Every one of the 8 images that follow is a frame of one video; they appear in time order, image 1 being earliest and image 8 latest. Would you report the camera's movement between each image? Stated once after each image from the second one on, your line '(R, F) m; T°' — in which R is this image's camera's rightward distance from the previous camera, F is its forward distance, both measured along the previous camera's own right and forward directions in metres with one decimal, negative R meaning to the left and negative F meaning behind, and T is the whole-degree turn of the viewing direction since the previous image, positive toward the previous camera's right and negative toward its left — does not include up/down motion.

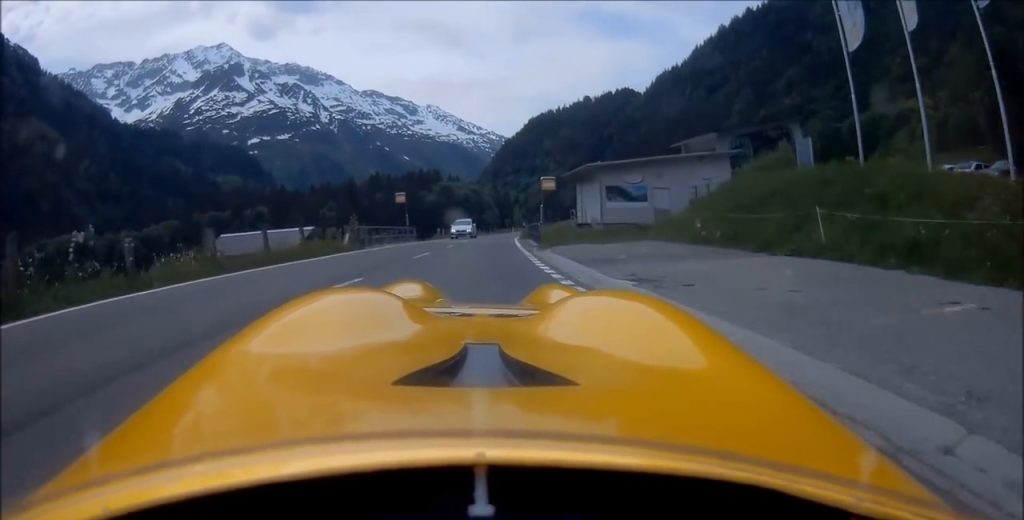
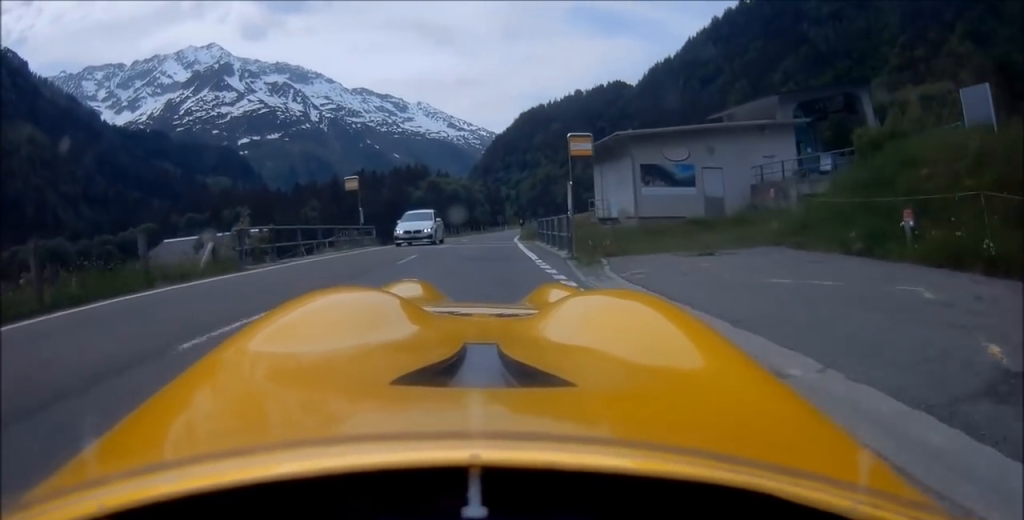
(+0.1, +11.3) m; +1°
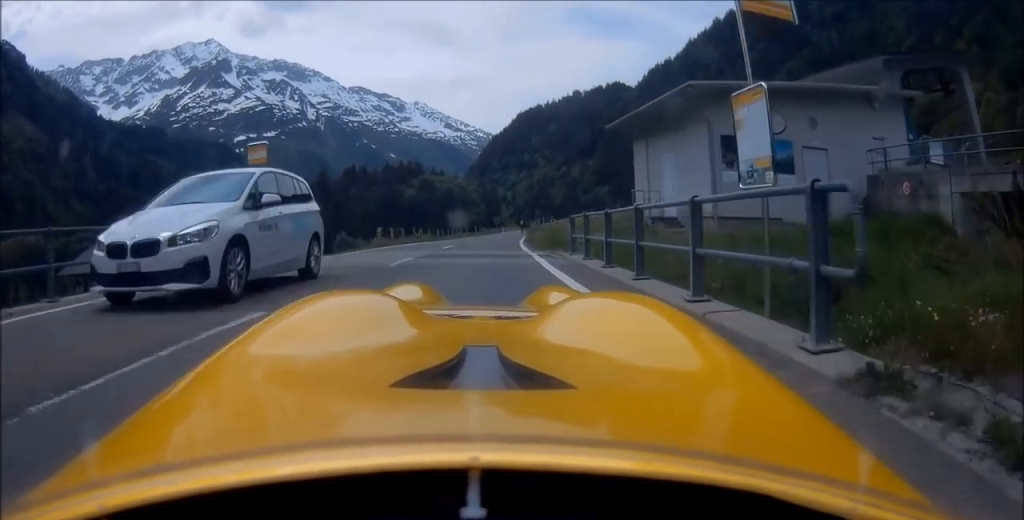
(-0.2, +10.6) m; +1°
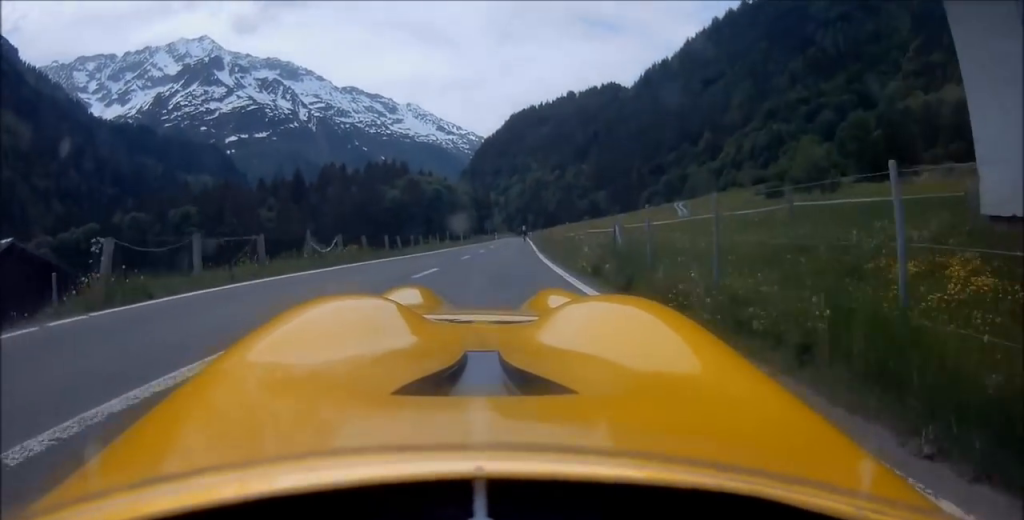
(+0.4, +19.7) m; +1°
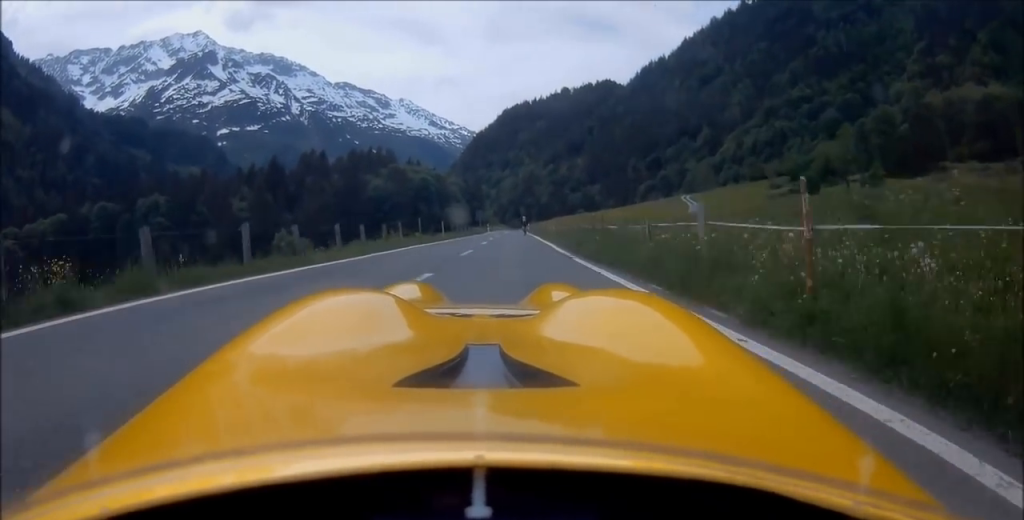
(0.0, +14.0) m; 0°
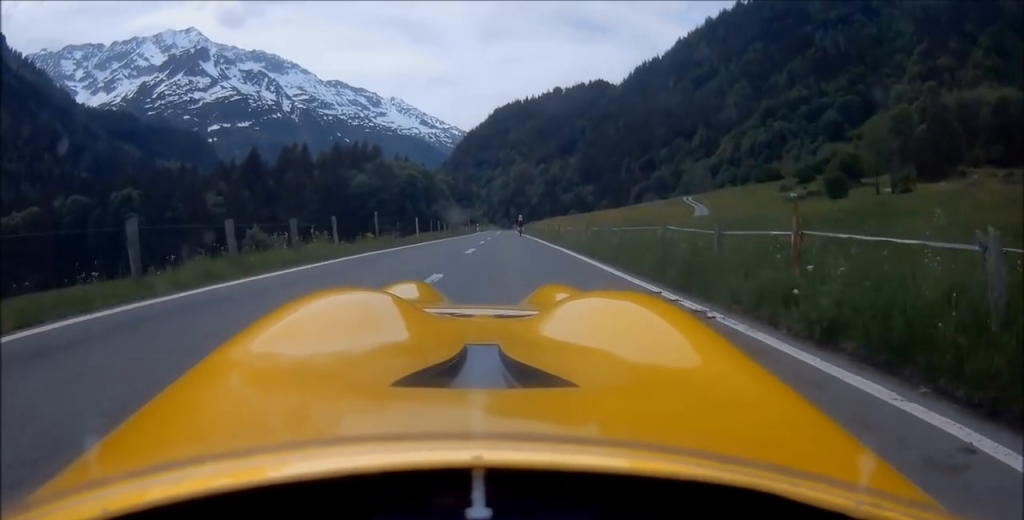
(-0.2, +9.7) m; 0°
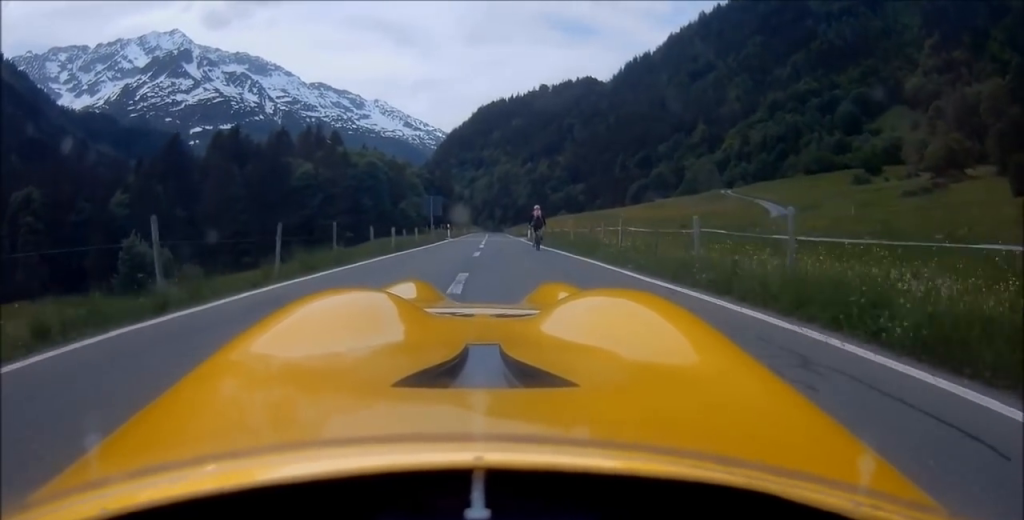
(+1.0, +36.7) m; +2°
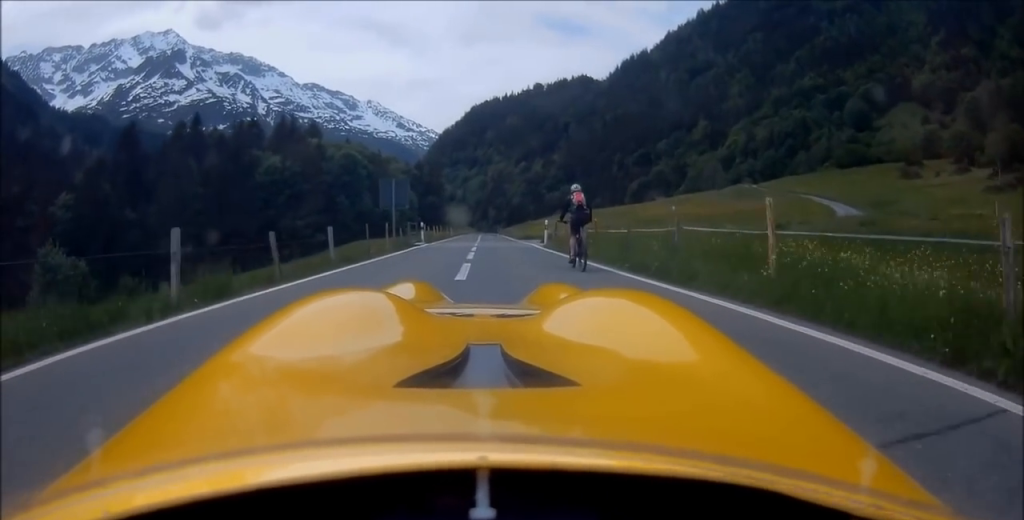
(0.0, +16.6) m; +1°
